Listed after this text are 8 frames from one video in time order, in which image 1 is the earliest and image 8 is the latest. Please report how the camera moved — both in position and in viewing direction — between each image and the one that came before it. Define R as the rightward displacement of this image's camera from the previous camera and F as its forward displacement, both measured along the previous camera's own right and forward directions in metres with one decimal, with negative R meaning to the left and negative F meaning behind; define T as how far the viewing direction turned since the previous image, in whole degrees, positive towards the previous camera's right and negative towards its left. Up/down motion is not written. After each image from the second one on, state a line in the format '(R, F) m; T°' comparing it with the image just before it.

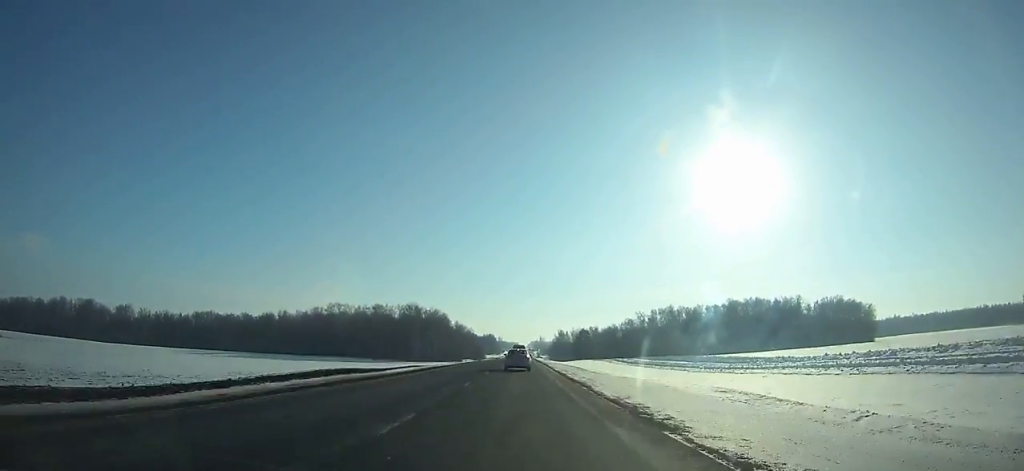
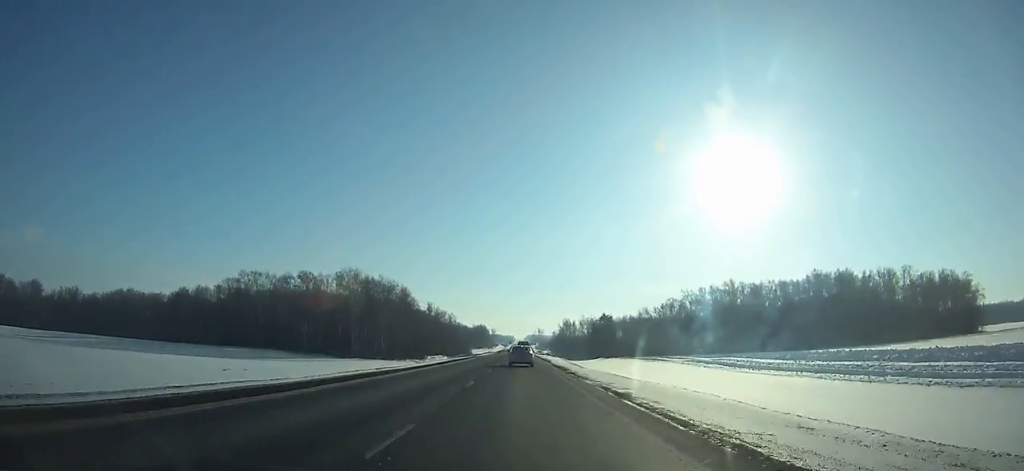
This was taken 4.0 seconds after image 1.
(-0.1, +85.6) m; 0°
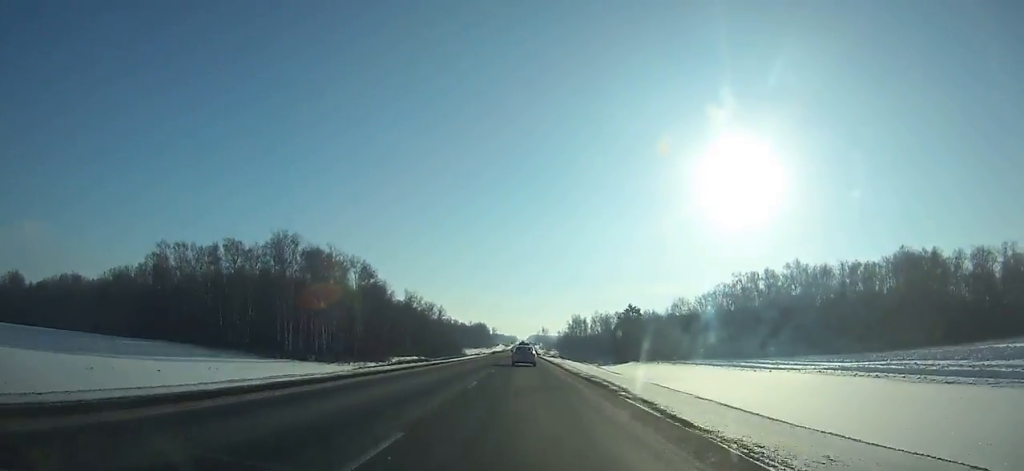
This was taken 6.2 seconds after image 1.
(0.0, +47.3) m; 0°
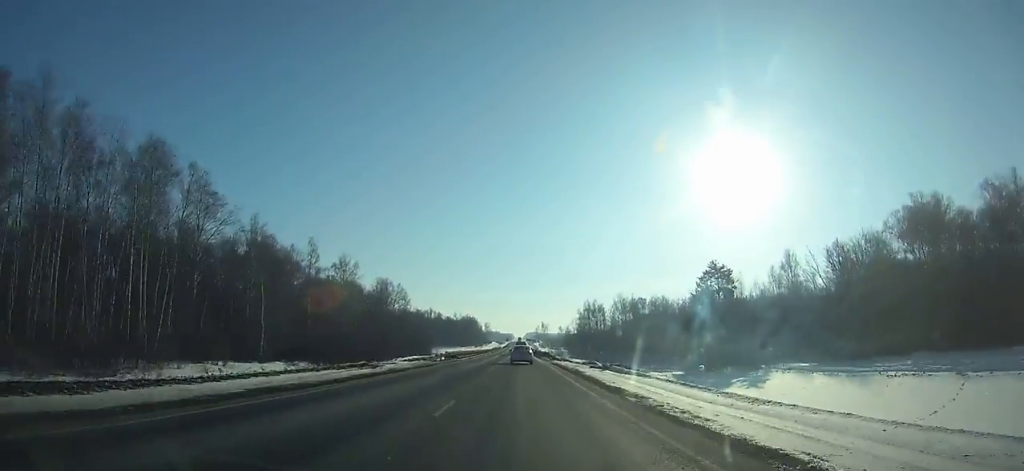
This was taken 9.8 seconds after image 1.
(+0.3, +78.3) m; 0°
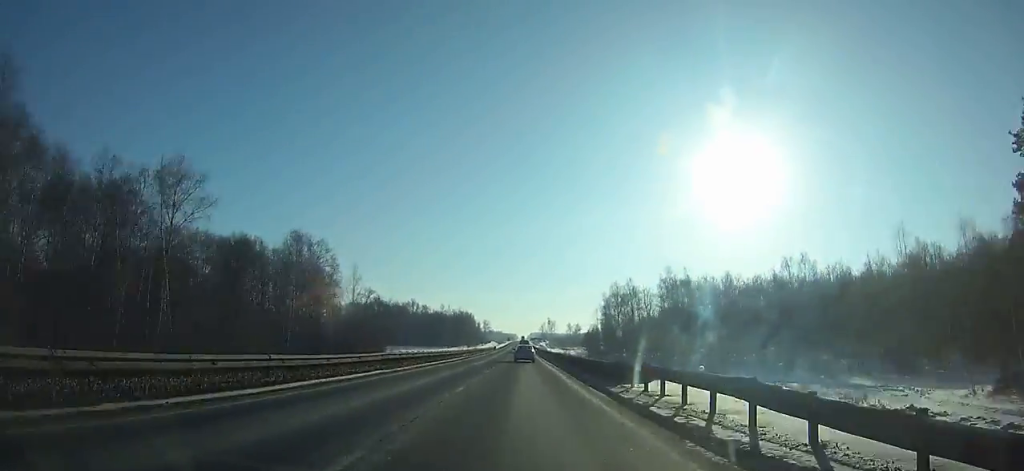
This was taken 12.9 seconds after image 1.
(0.0, +68.3) m; 0°
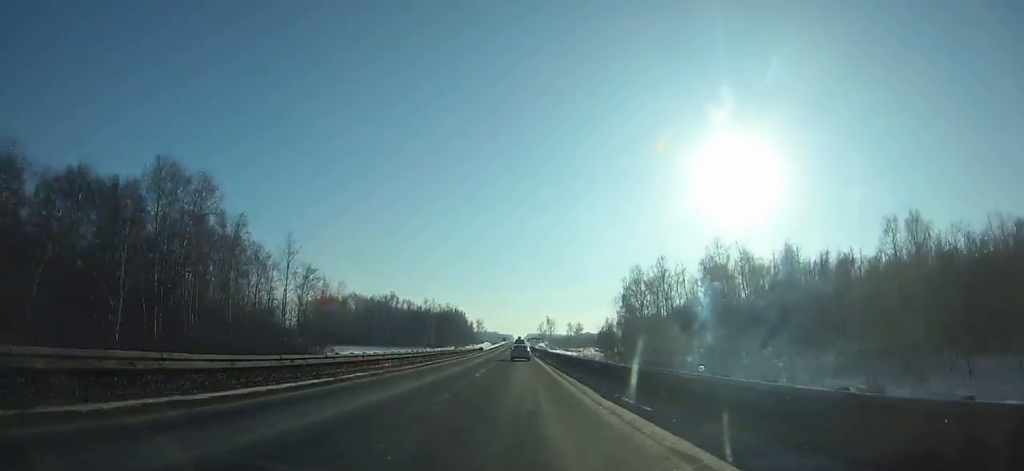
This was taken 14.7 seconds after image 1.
(-0.1, +40.0) m; 0°
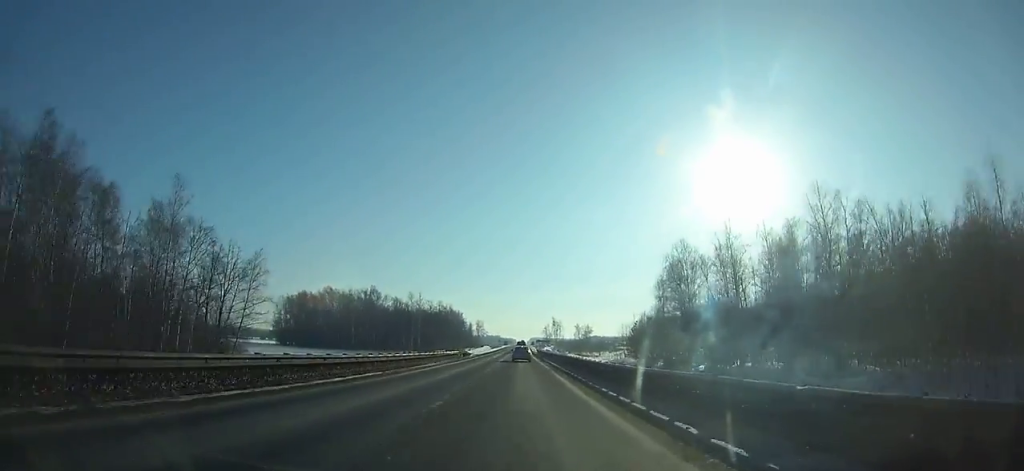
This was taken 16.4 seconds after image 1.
(-0.1, +37.8) m; 0°
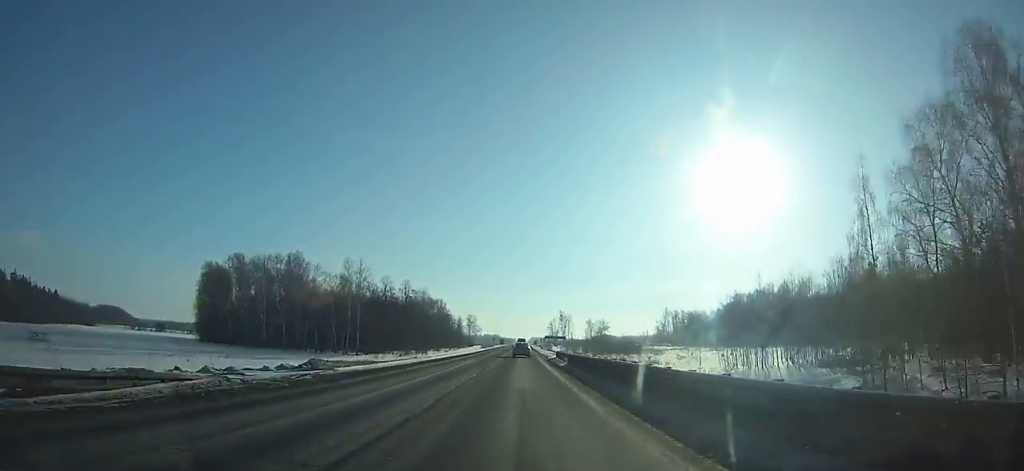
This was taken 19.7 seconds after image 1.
(-0.1, +73.2) m; 0°
